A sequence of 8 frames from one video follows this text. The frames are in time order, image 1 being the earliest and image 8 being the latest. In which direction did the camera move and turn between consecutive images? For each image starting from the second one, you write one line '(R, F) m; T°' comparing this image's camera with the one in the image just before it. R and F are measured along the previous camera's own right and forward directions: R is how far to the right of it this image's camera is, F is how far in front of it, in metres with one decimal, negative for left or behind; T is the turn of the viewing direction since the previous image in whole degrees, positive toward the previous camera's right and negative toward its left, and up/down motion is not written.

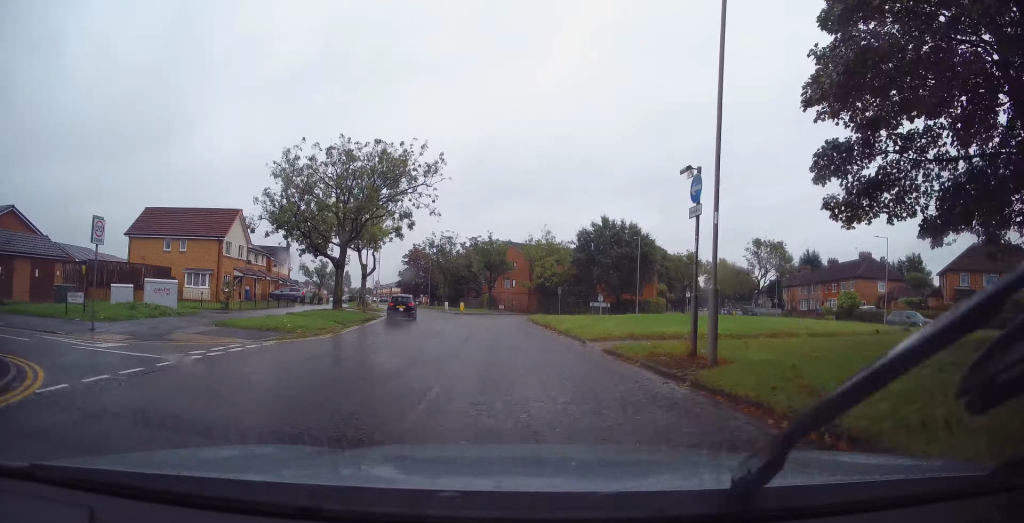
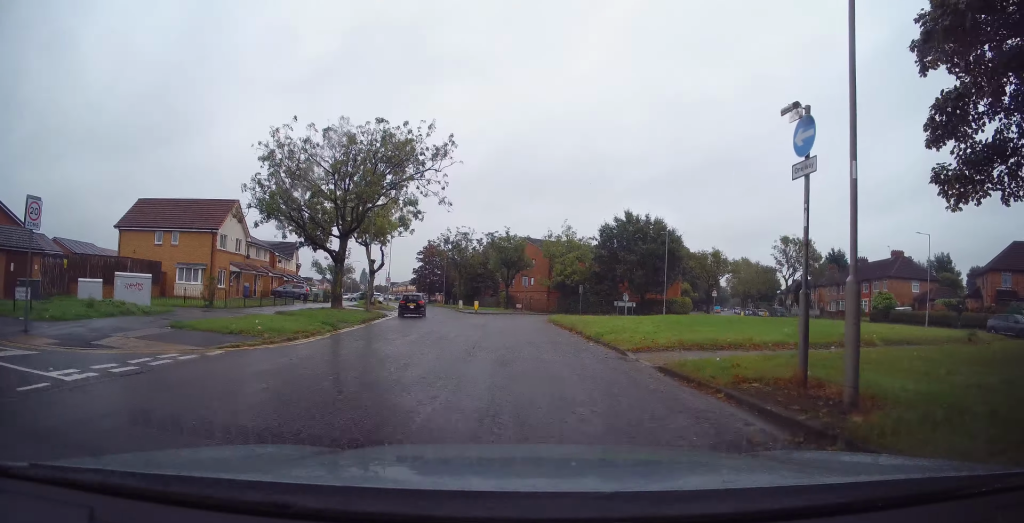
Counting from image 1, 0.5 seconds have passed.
(+0.1, +3.5) m; -1°
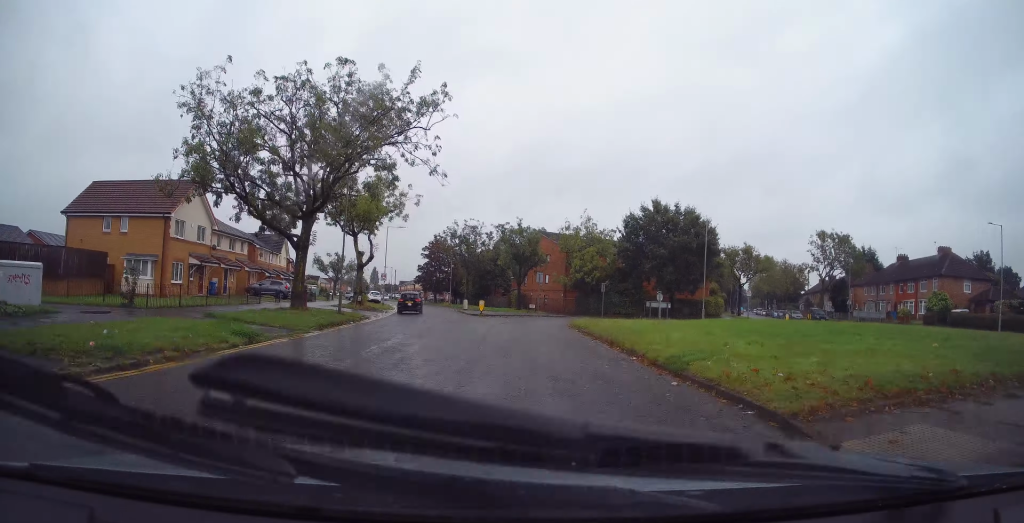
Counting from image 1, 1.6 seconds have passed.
(-0.1, +7.3) m; -3°
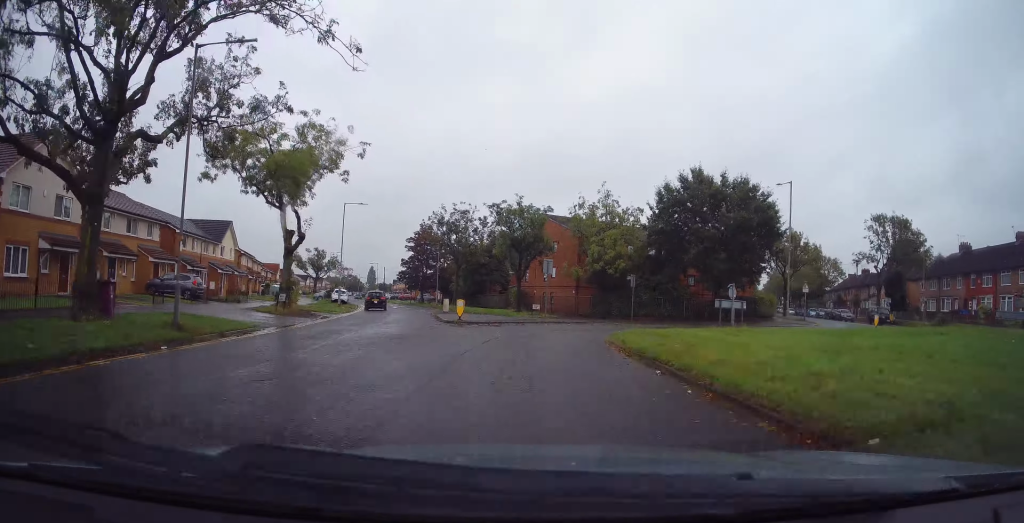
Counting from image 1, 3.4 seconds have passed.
(-0.7, +13.5) m; -2°
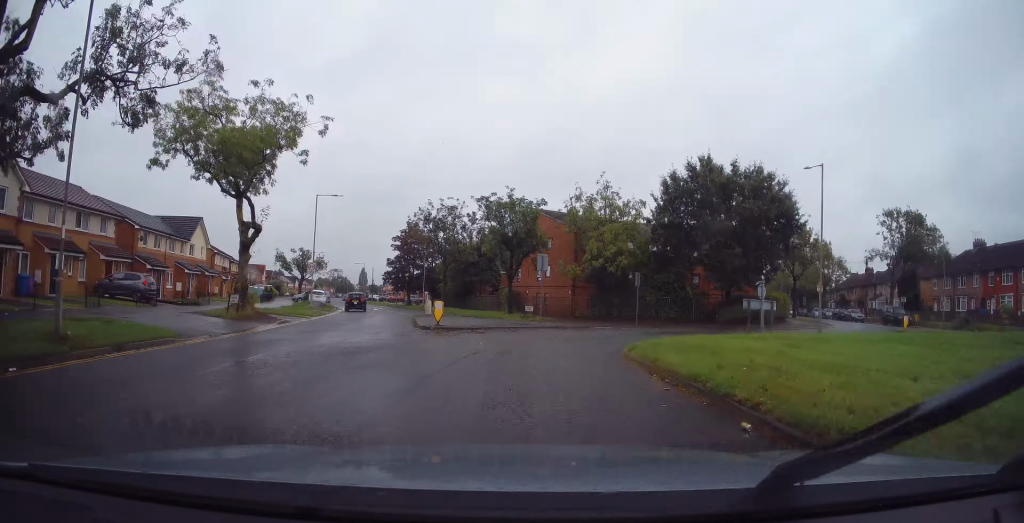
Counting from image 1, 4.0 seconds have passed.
(-0.1, +4.3) m; +3°
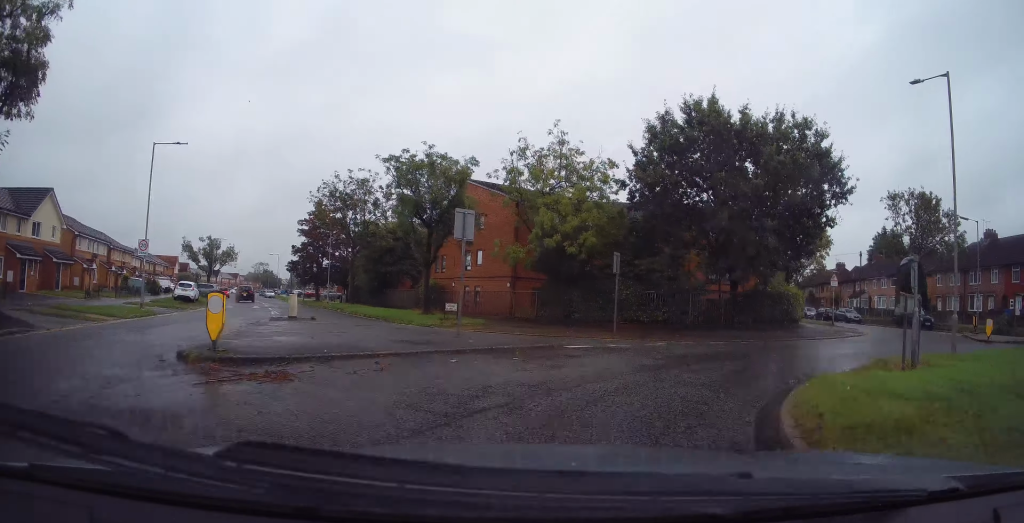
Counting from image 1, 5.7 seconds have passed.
(+0.5, +12.7) m; +6°
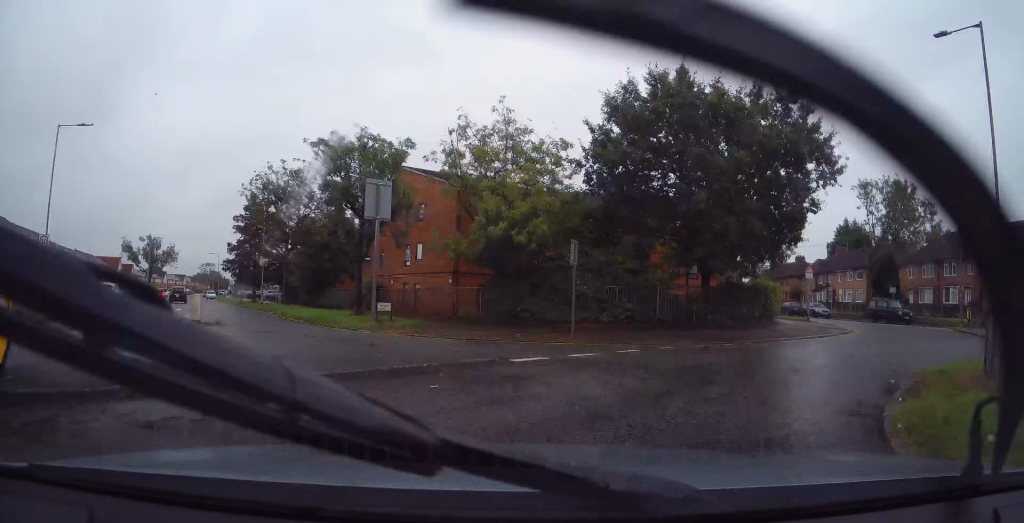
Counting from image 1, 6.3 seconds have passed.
(-0.1, +3.6) m; +6°
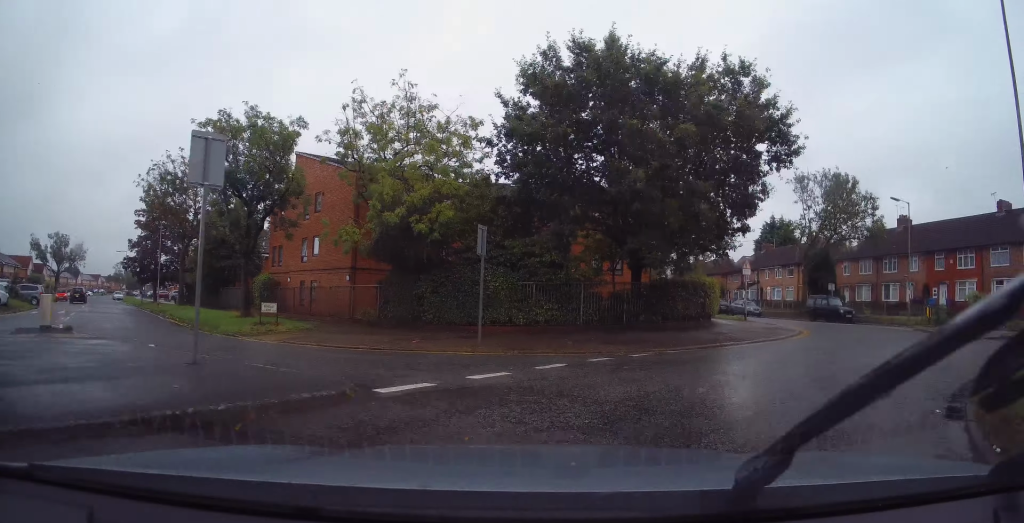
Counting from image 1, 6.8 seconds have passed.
(+0.4, +3.5) m; +10°
